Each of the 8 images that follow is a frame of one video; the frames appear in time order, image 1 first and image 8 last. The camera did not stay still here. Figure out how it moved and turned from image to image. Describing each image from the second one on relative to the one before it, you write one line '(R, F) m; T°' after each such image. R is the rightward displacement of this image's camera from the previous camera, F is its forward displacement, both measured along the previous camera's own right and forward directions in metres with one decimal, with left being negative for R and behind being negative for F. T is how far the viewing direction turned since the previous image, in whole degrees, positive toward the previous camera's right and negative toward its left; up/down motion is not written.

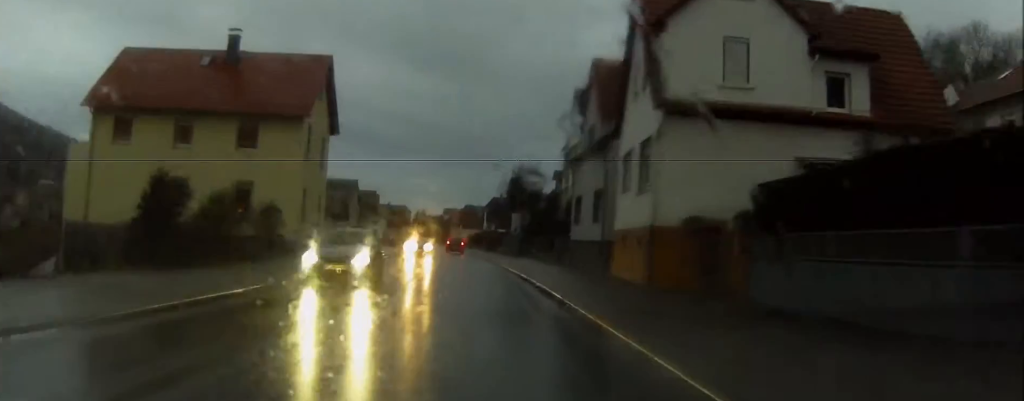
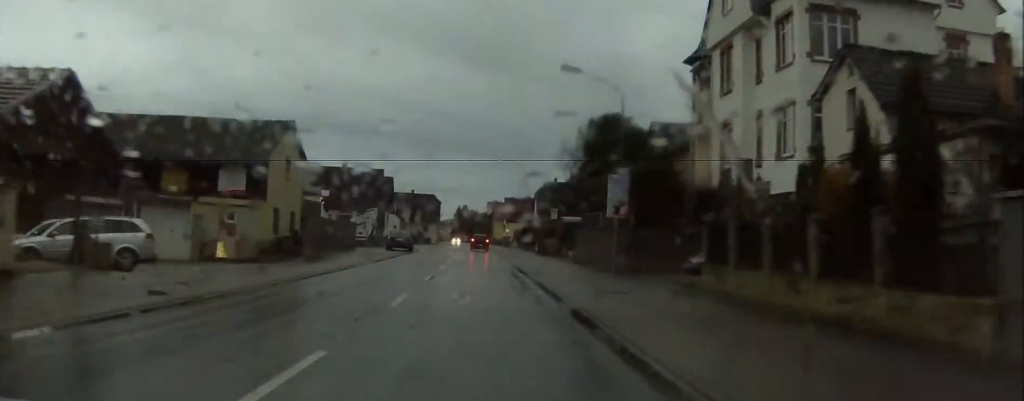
(-1.2, +42.9) m; -4°
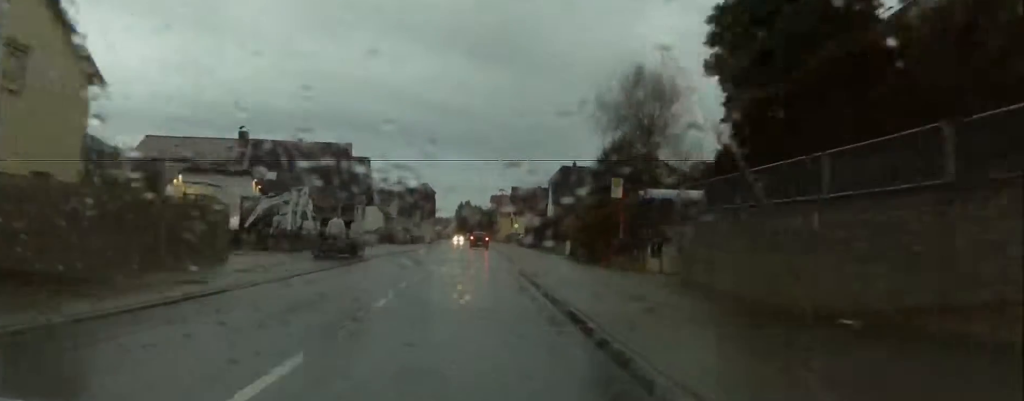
(-0.2, +27.4) m; -2°
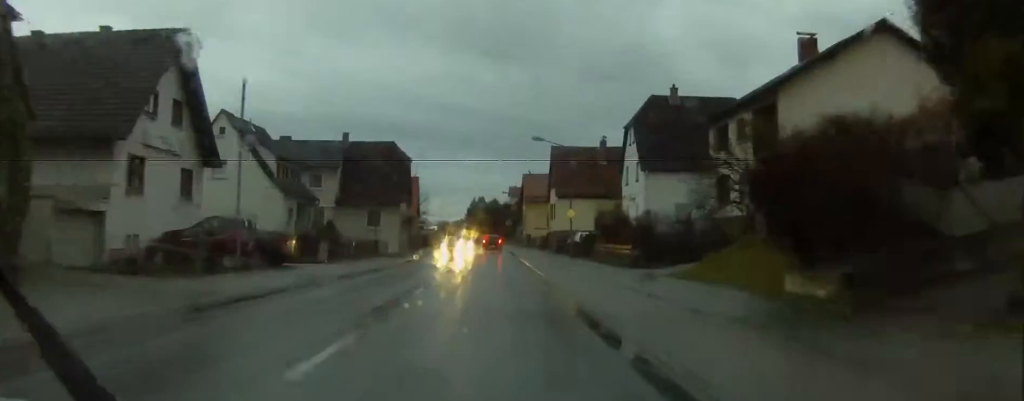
(-1.2, +61.6) m; 0°
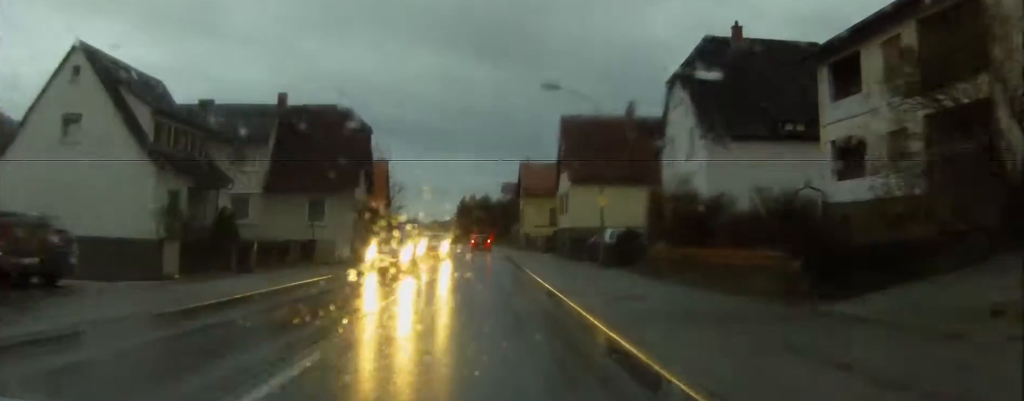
(+0.4, +19.9) m; +1°
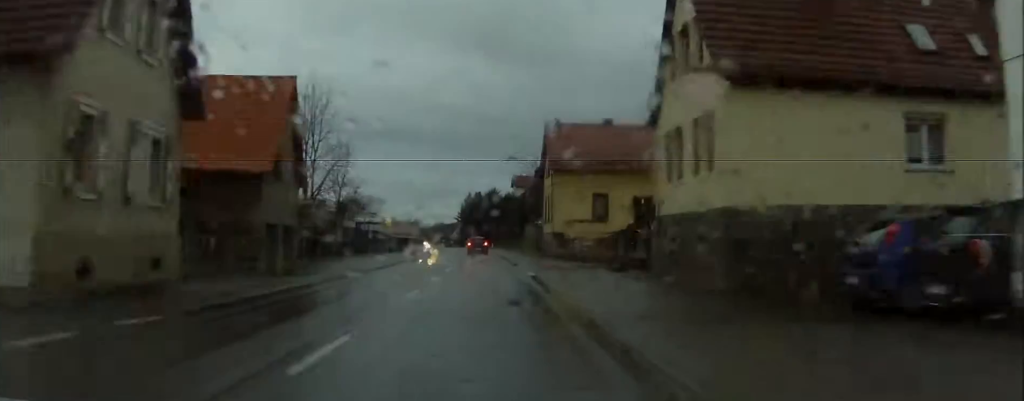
(+0.3, +34.2) m; +1°
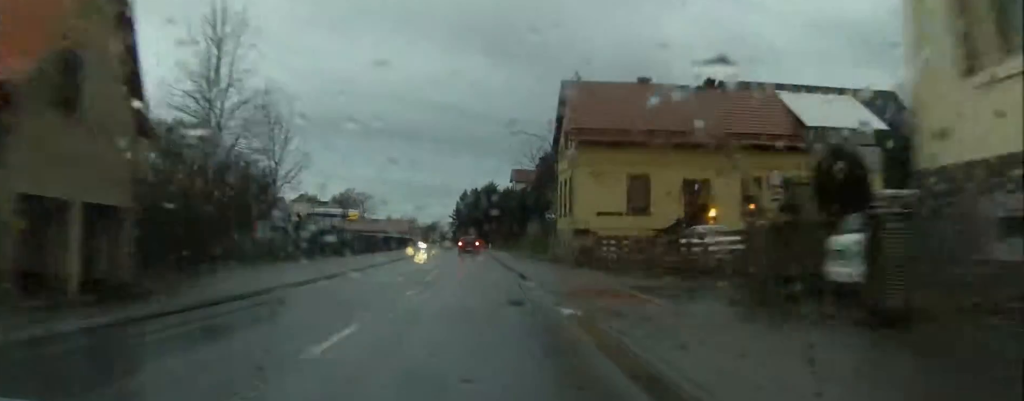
(0.0, +16.6) m; 0°
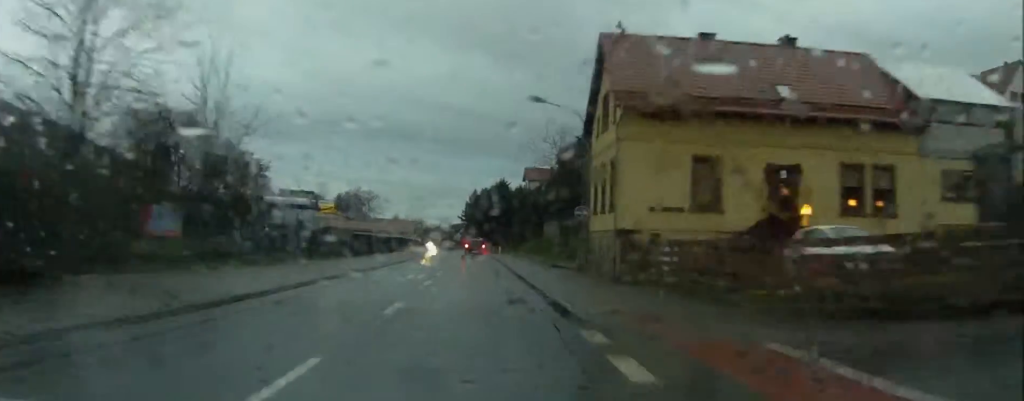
(+0.1, +11.9) m; 0°
